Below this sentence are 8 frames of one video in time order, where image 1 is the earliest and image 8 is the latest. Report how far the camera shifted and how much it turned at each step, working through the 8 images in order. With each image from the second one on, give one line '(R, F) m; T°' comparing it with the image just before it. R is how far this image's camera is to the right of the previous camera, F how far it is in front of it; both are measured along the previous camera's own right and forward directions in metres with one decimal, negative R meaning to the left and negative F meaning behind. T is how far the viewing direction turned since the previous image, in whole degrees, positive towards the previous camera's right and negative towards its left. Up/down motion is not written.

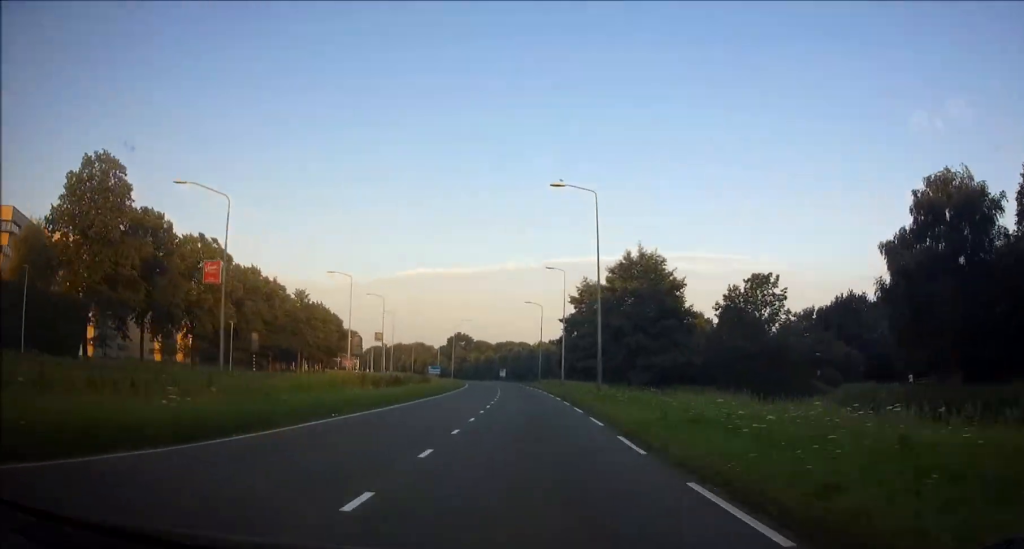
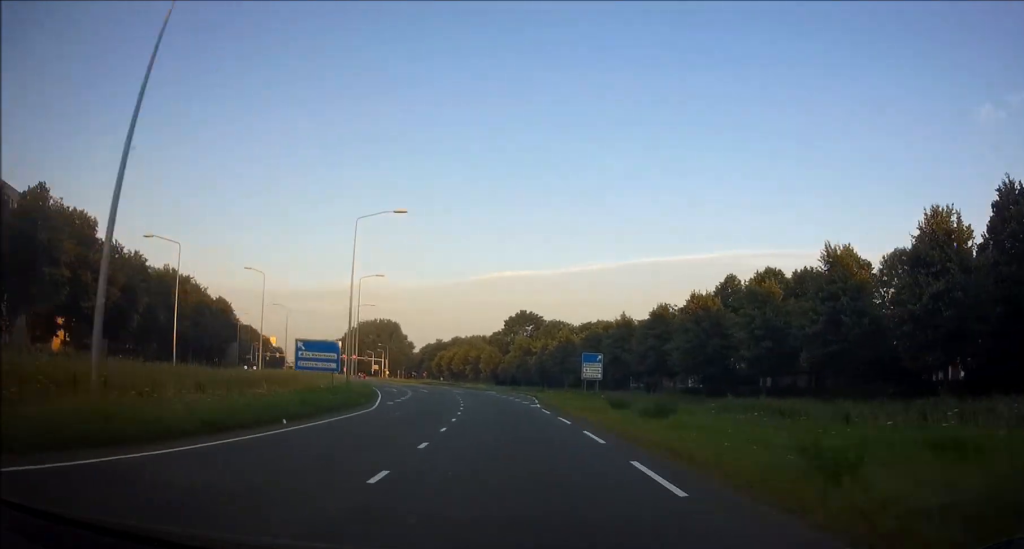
(-6.4, +95.2) m; -11°
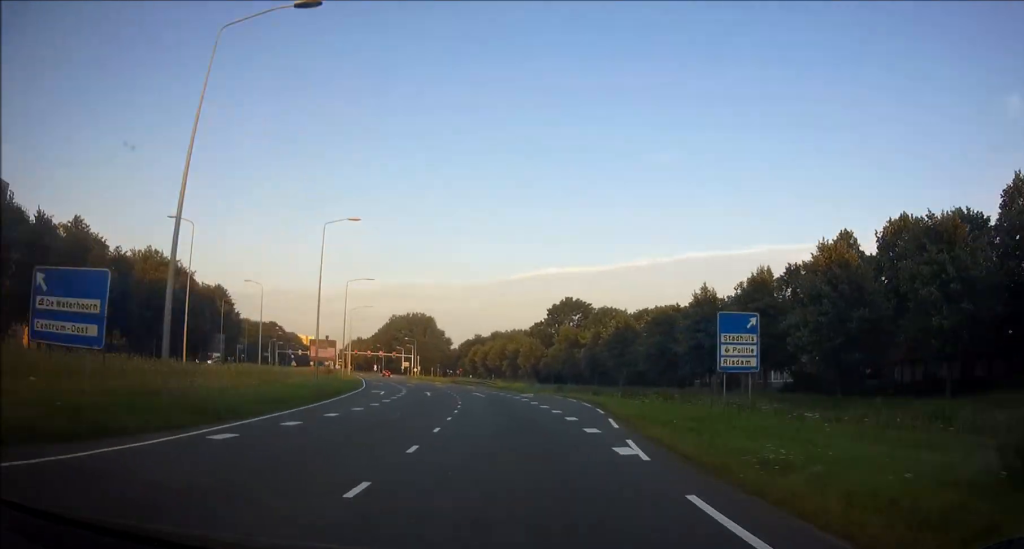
(+0.1, +21.6) m; -5°
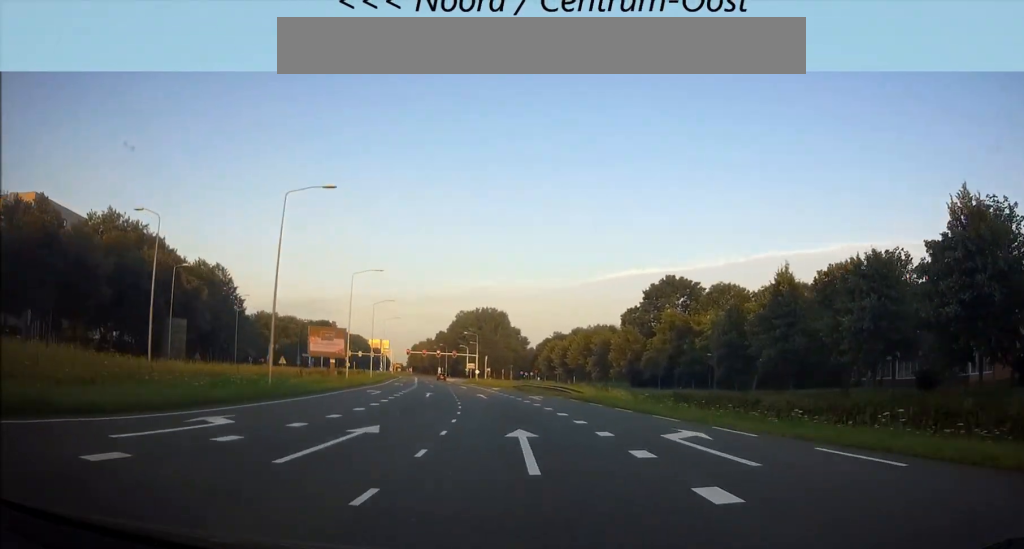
(-3.1, +32.2) m; -6°
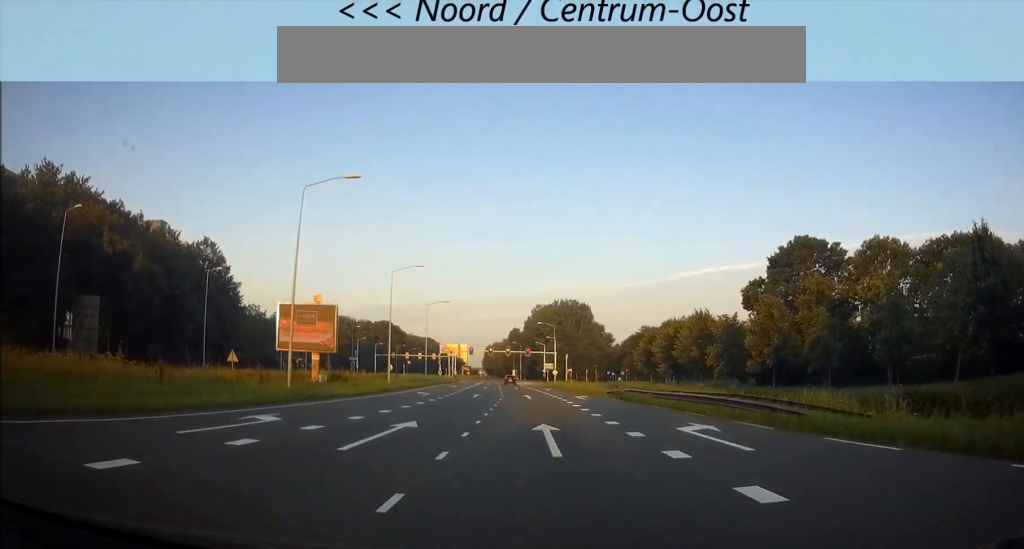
(-1.2, +27.0) m; -3°
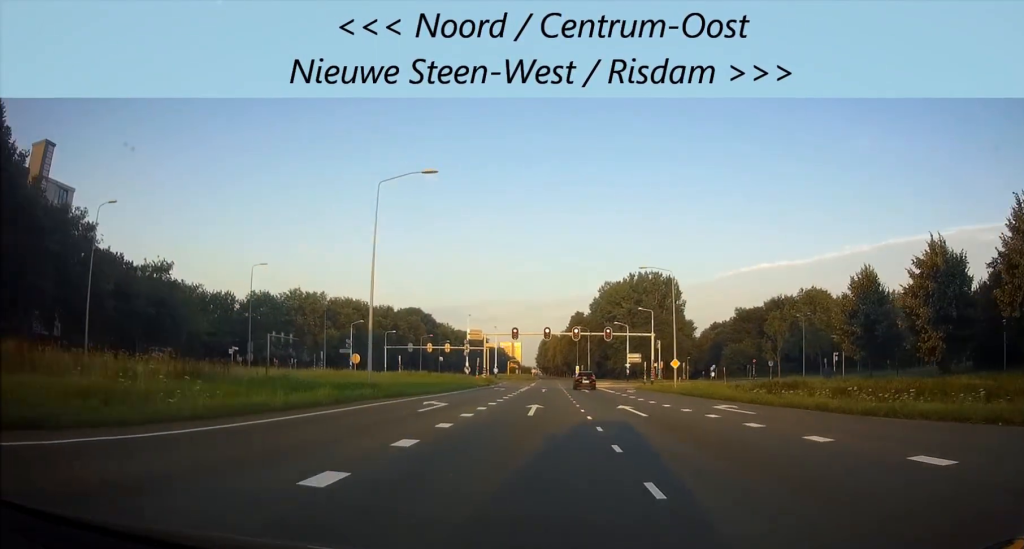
(-0.9, +43.6) m; -3°
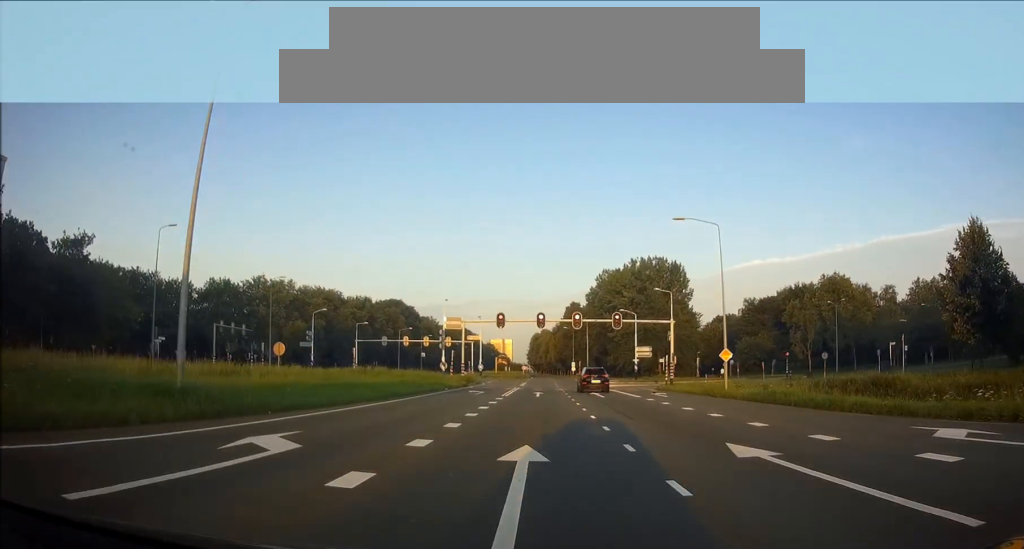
(-0.3, +13.6) m; -1°
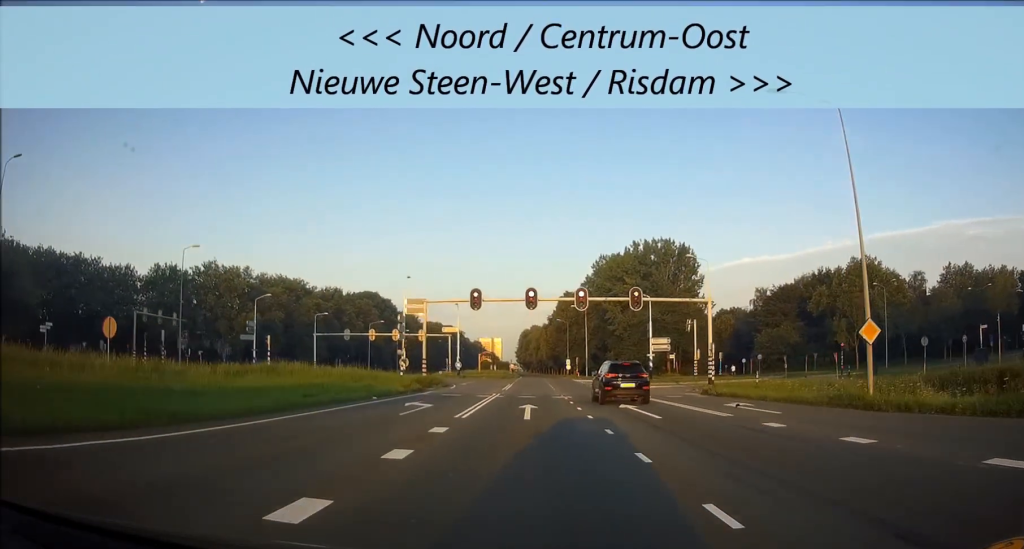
(0.0, +13.0) m; 0°
